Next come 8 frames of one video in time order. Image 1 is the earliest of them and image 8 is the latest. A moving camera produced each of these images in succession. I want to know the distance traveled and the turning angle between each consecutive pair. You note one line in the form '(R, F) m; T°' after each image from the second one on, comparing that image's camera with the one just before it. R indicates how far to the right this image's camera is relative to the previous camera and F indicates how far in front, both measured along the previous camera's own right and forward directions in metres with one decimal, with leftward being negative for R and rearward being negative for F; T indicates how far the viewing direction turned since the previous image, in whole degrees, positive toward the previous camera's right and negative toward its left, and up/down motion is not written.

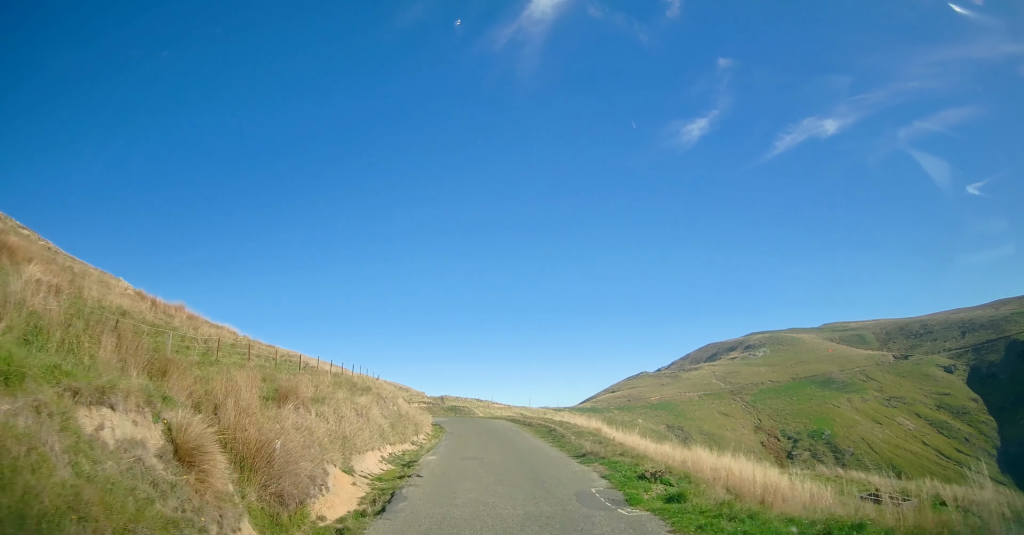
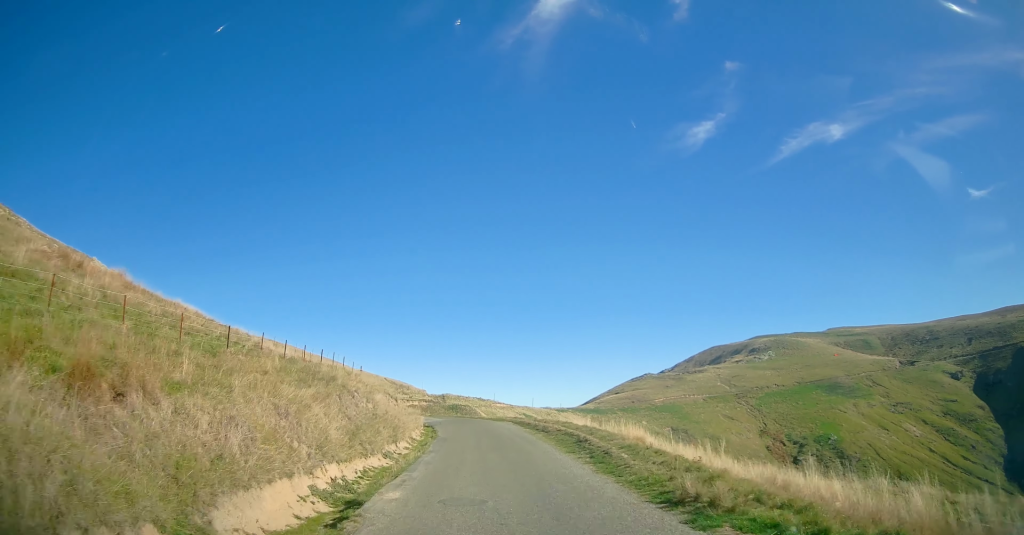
(+0.1, +7.0) m; 0°
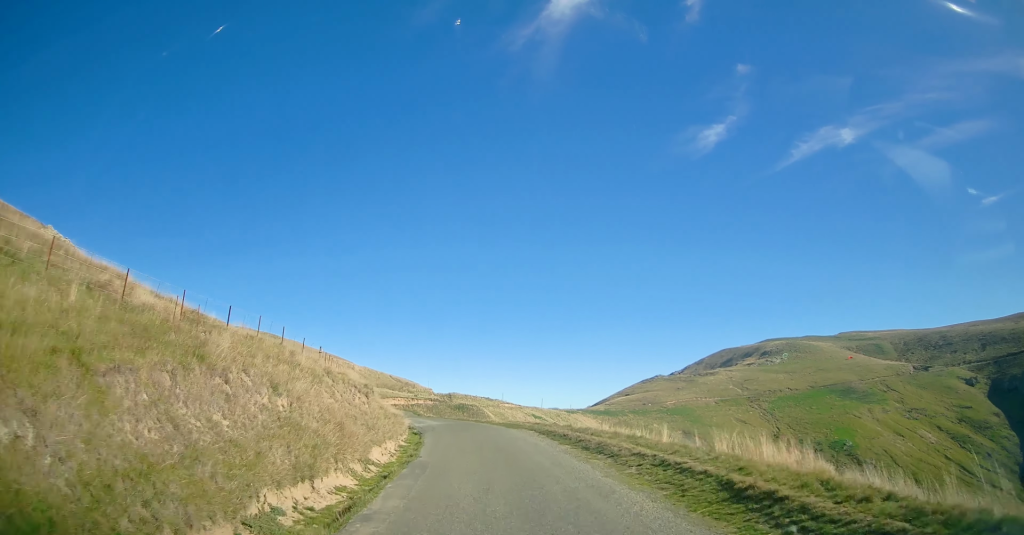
(-0.1, +10.8) m; -1°
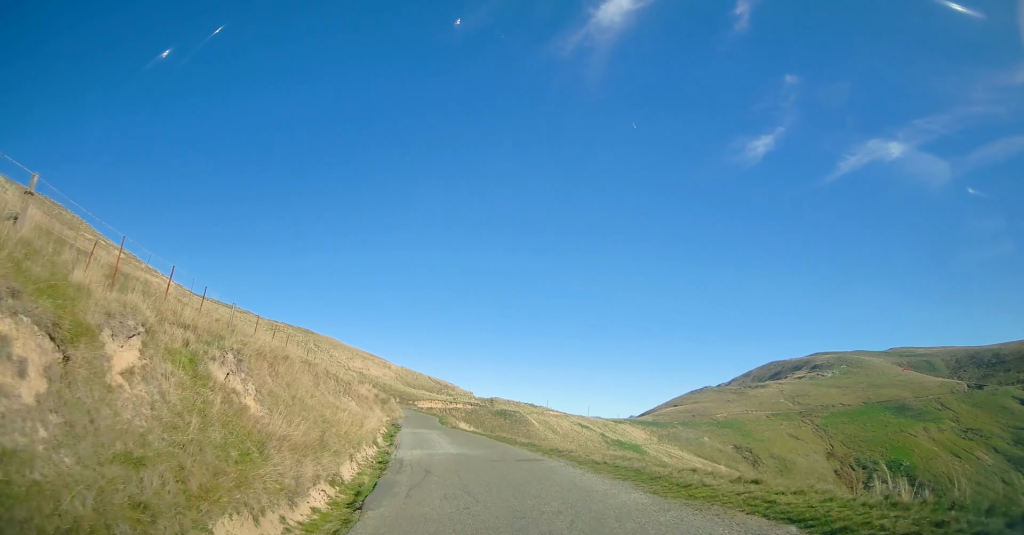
(-0.2, +19.8) m; -5°
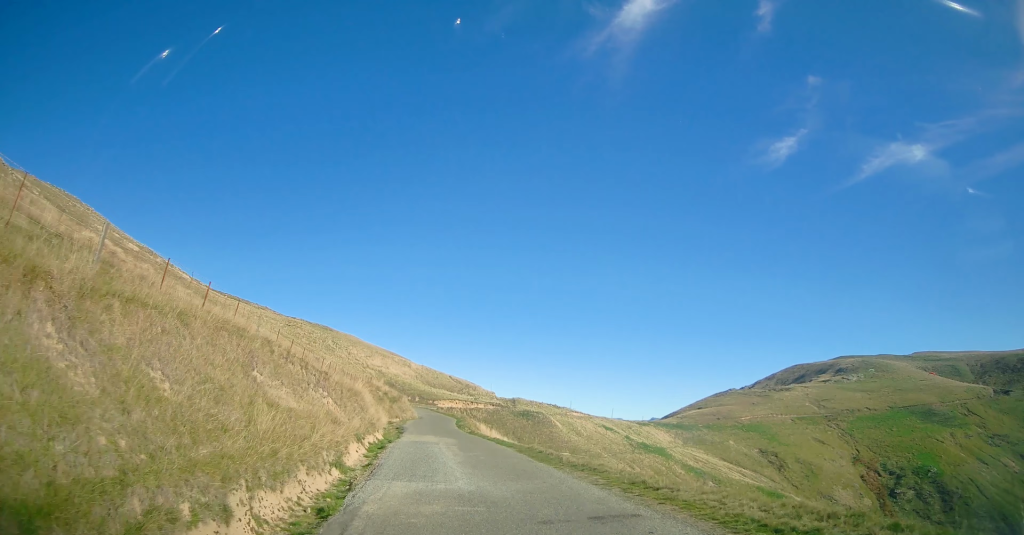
(-0.5, +7.5) m; -3°
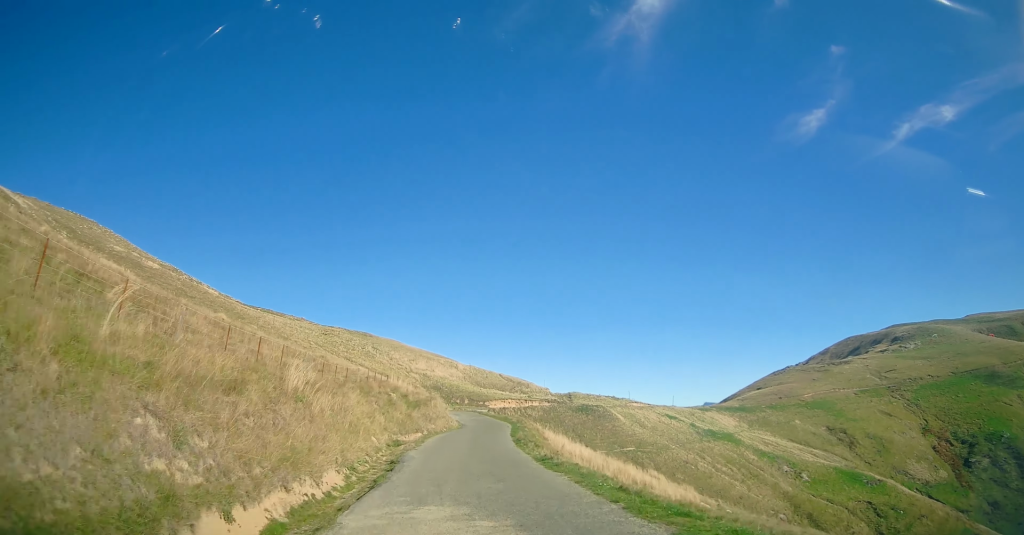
(-1.1, +17.3) m; -5°
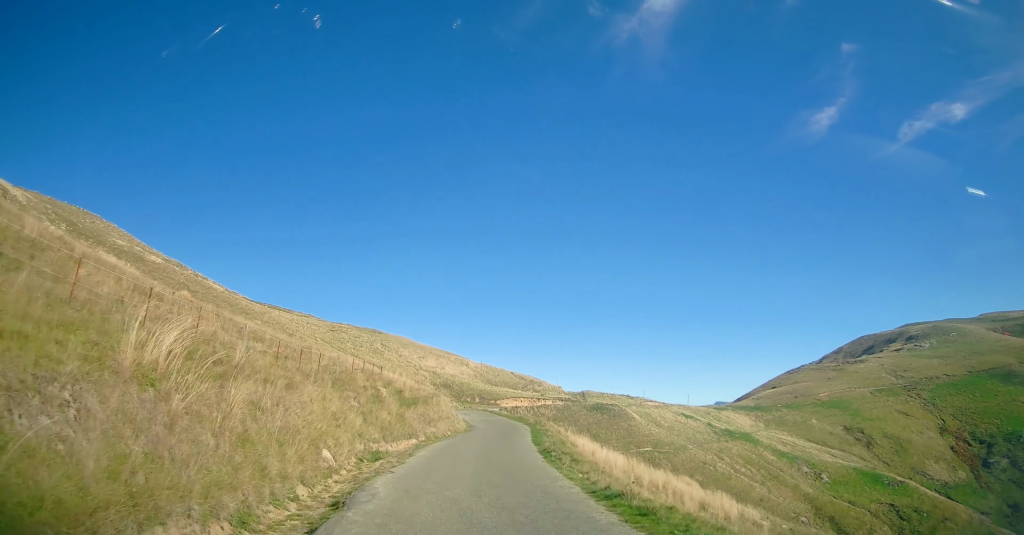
(-0.1, +7.1) m; -1°
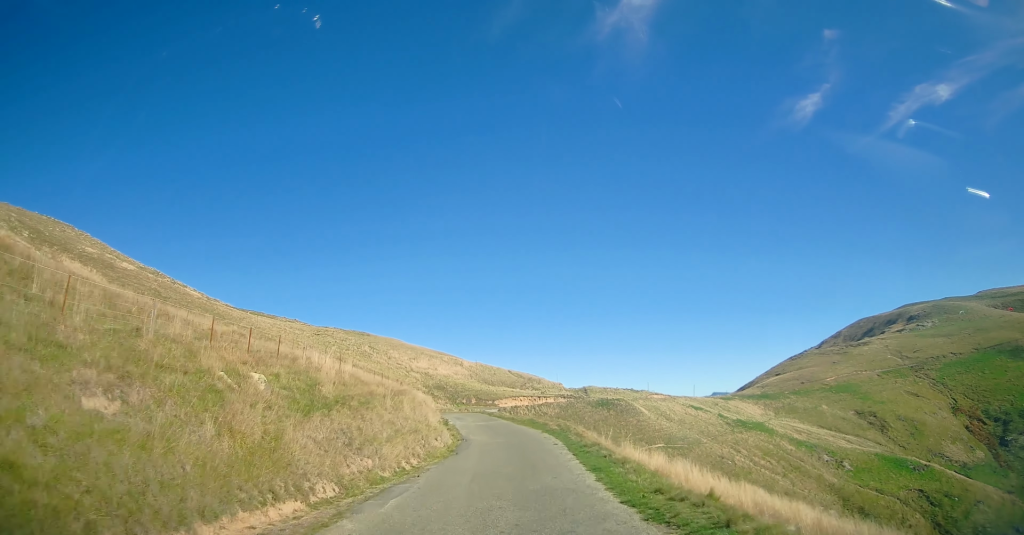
(-0.1, +14.9) m; -1°
